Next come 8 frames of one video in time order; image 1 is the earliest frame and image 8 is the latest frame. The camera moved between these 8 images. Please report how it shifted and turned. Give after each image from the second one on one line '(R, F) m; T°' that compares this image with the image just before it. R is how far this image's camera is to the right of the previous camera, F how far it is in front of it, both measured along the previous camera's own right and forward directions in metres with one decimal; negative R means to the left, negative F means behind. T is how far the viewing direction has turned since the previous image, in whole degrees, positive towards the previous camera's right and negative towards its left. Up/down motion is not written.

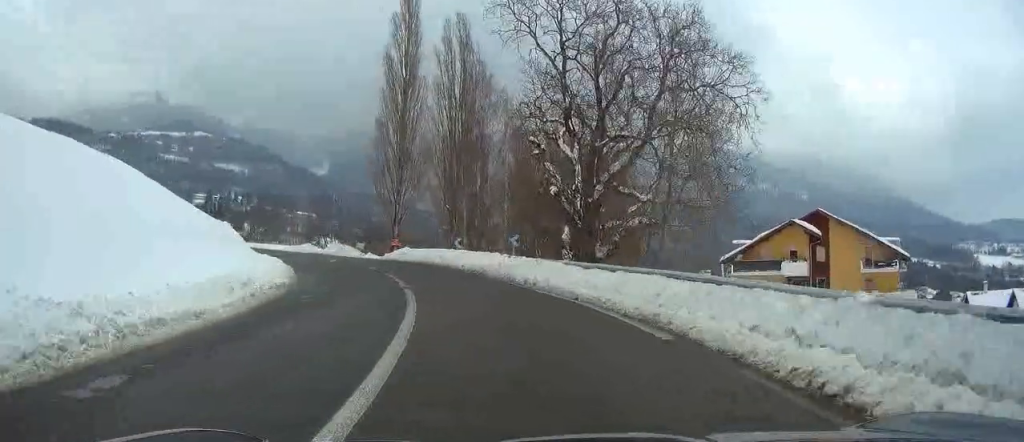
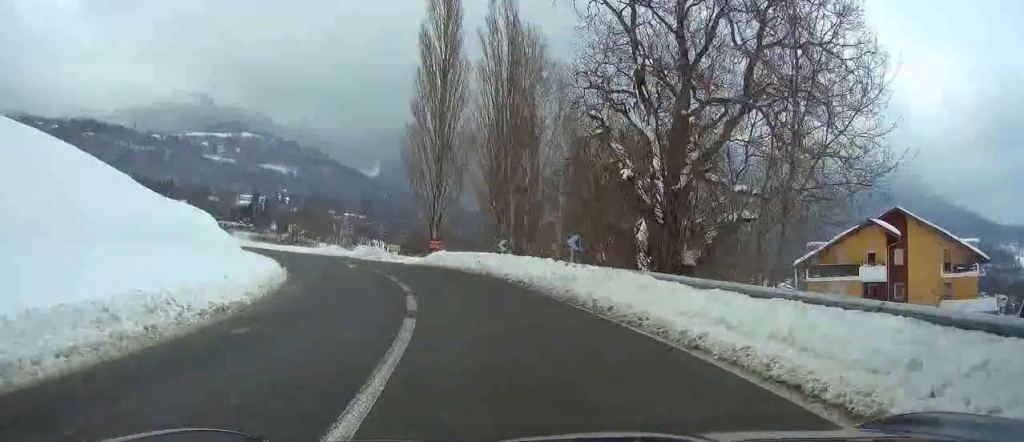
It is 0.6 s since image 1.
(-0.4, +6.4) m; -4°
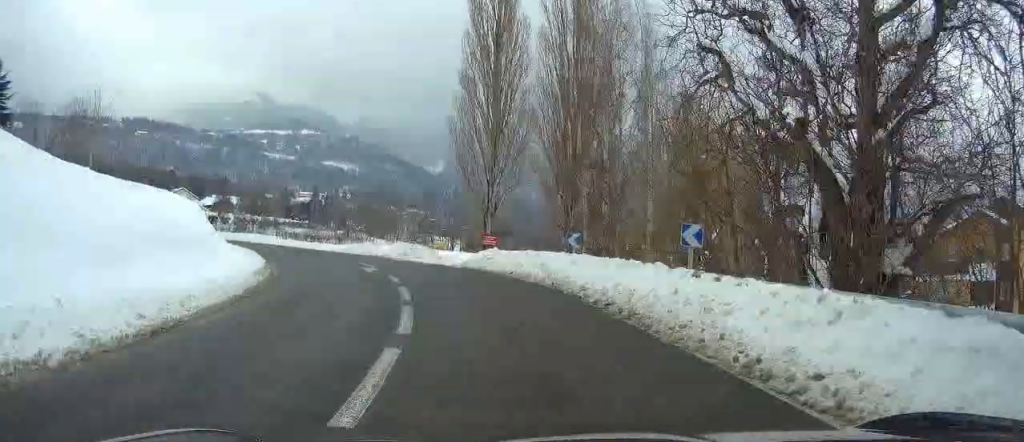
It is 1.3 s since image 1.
(-0.1, +8.4) m; -1°
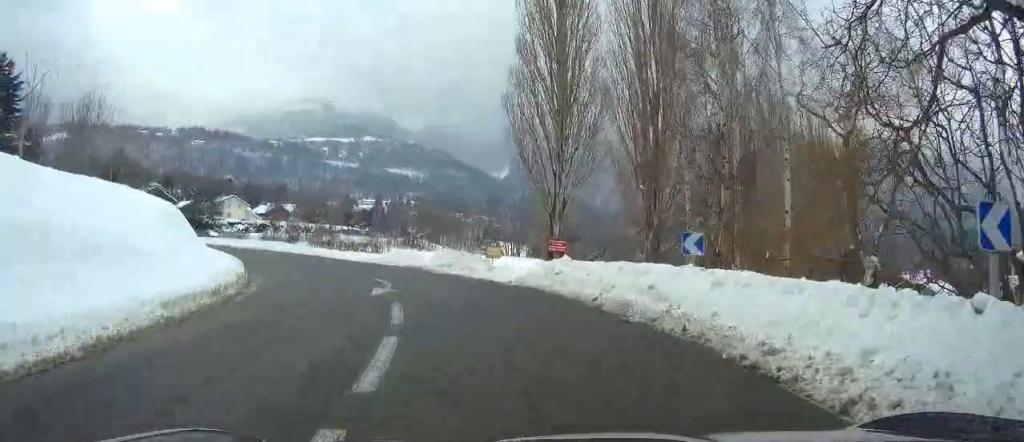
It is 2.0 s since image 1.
(0.0, +7.6) m; 0°
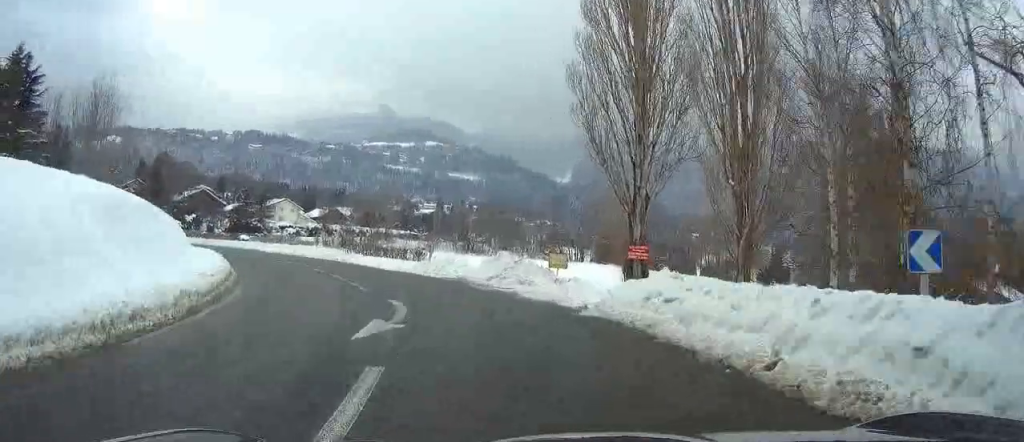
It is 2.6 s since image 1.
(0.0, +6.1) m; -4°
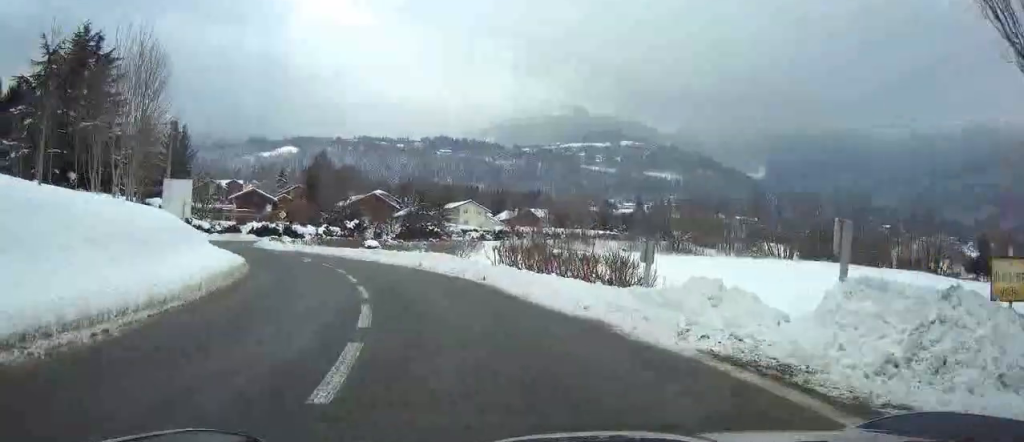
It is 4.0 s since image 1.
(-2.8, +15.0) m; -22°
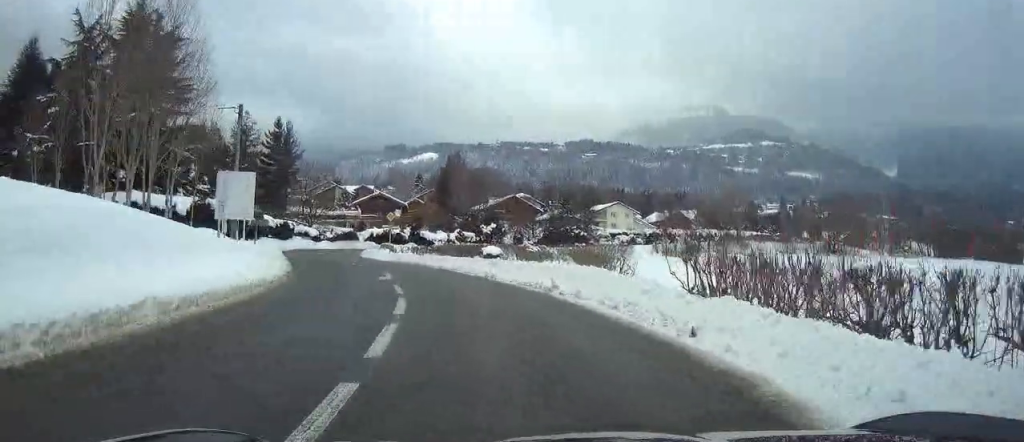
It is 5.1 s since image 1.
(-0.8, +11.5) m; -13°
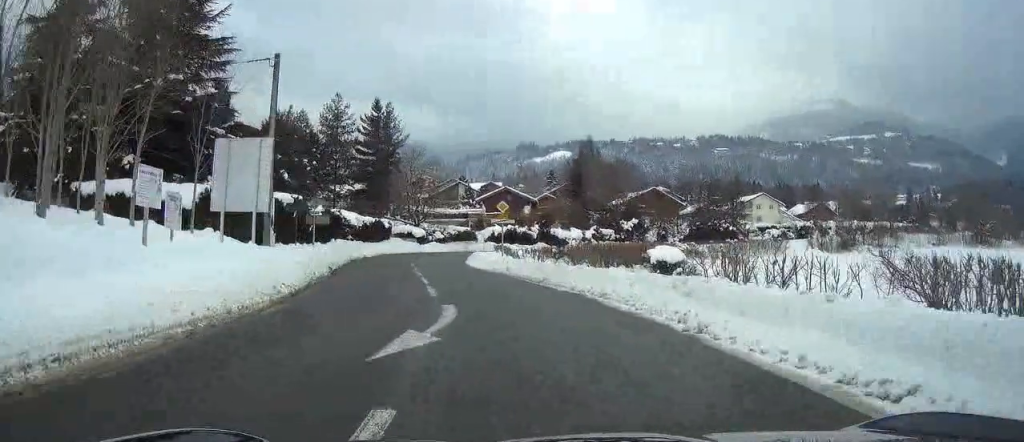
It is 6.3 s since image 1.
(-2.3, +12.8) m; -15°
